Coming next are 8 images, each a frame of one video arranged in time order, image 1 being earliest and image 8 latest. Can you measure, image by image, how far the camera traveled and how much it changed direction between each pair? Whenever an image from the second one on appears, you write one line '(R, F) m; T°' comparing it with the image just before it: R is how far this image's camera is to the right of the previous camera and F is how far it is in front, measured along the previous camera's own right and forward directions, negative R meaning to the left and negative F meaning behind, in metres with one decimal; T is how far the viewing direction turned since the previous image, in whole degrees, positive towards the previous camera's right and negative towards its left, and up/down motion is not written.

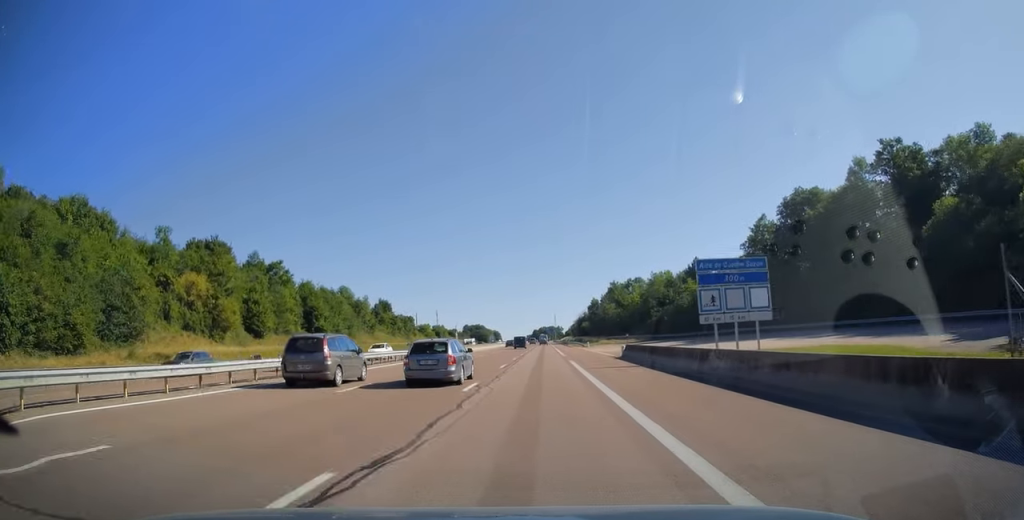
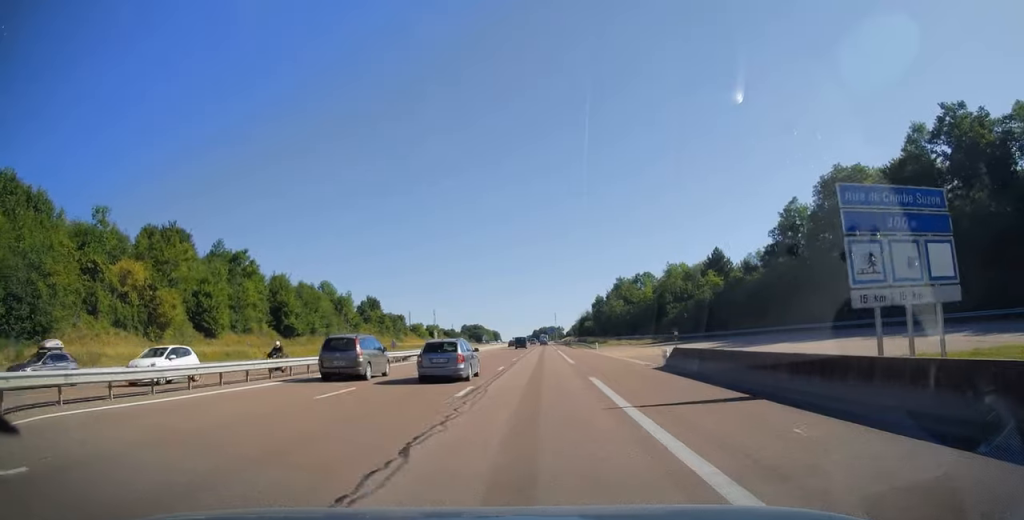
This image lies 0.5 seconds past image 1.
(0.0, +14.6) m; 0°
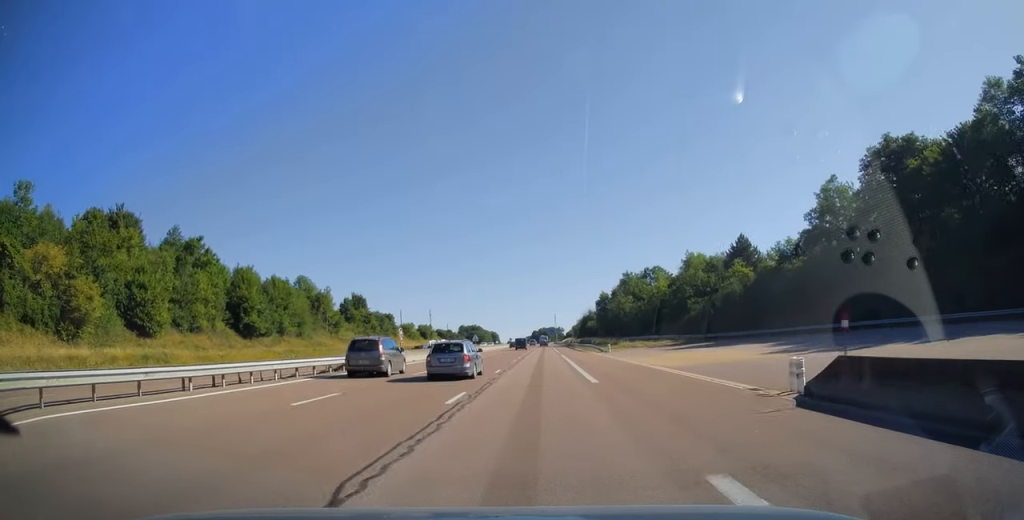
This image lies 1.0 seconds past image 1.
(0.0, +14.6) m; 0°
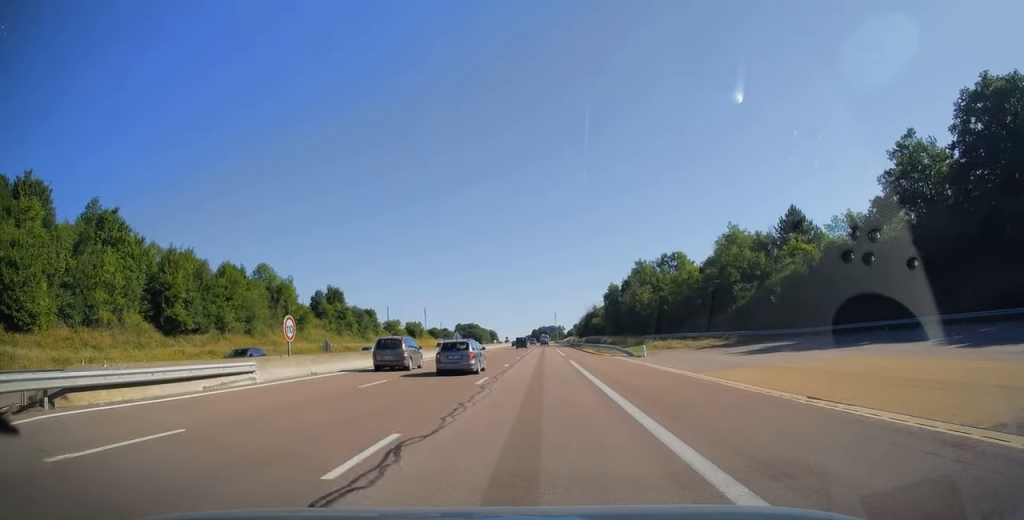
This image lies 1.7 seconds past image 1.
(0.0, +20.6) m; 0°
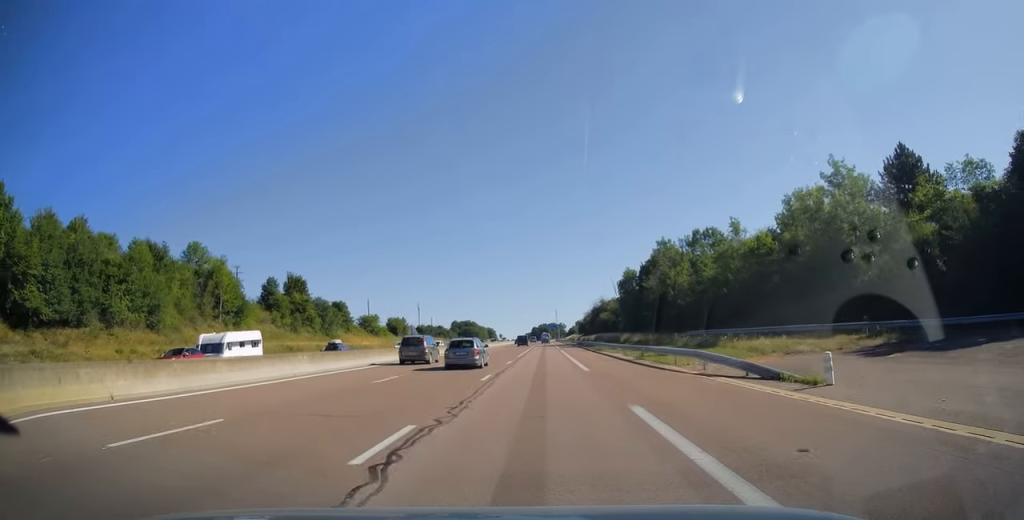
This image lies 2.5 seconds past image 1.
(+0.1, +25.6) m; 0°
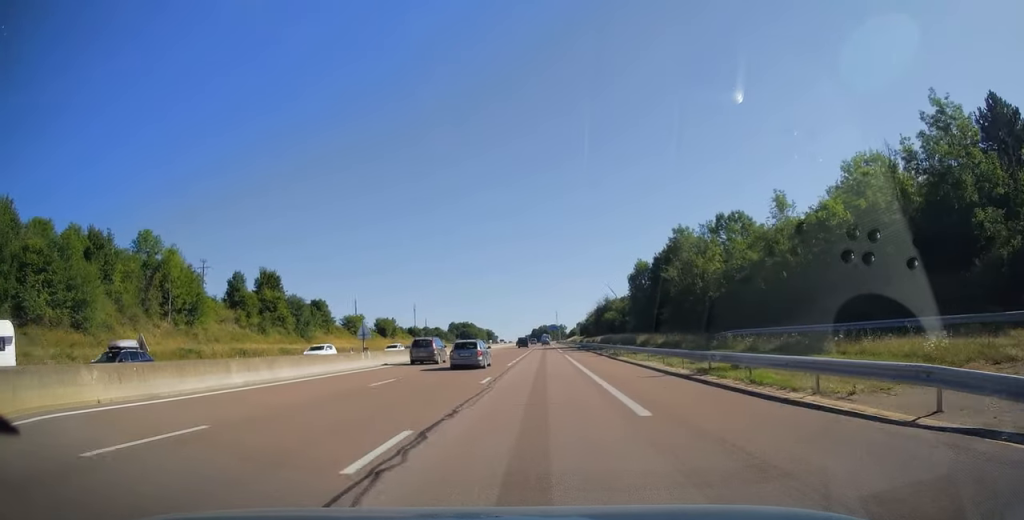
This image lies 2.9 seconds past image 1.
(+0.1, +13.6) m; 0°
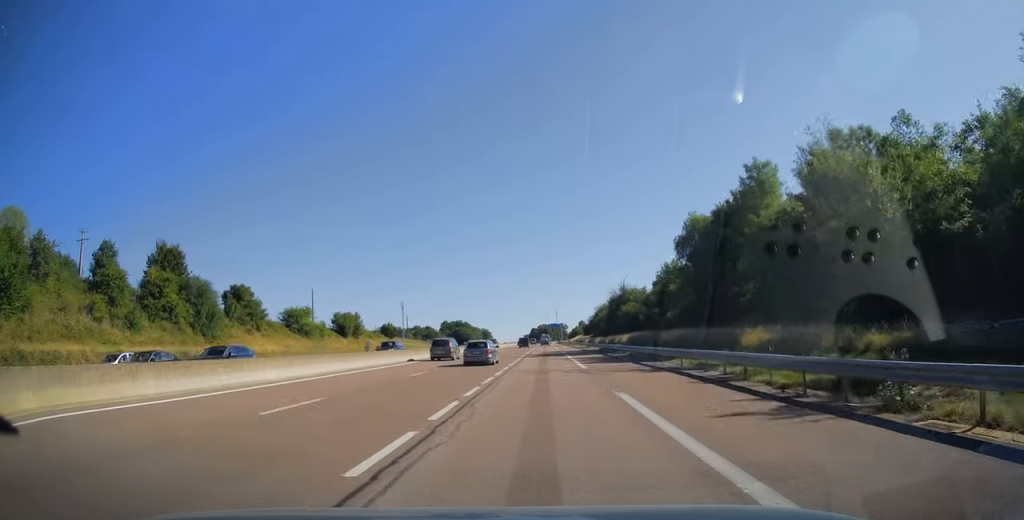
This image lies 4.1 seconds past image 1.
(-0.2, +35.2) m; 0°
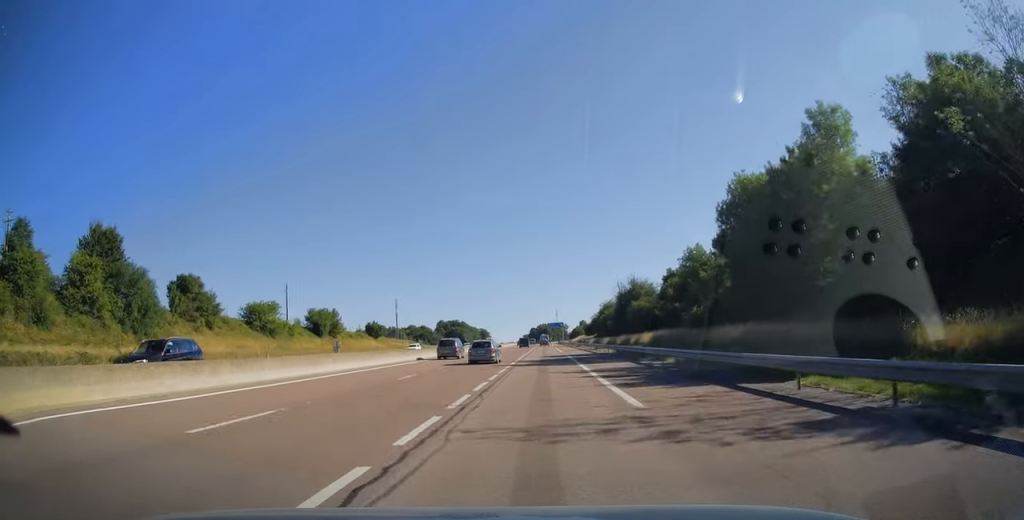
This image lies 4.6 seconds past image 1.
(0.0, +15.6) m; 0°
